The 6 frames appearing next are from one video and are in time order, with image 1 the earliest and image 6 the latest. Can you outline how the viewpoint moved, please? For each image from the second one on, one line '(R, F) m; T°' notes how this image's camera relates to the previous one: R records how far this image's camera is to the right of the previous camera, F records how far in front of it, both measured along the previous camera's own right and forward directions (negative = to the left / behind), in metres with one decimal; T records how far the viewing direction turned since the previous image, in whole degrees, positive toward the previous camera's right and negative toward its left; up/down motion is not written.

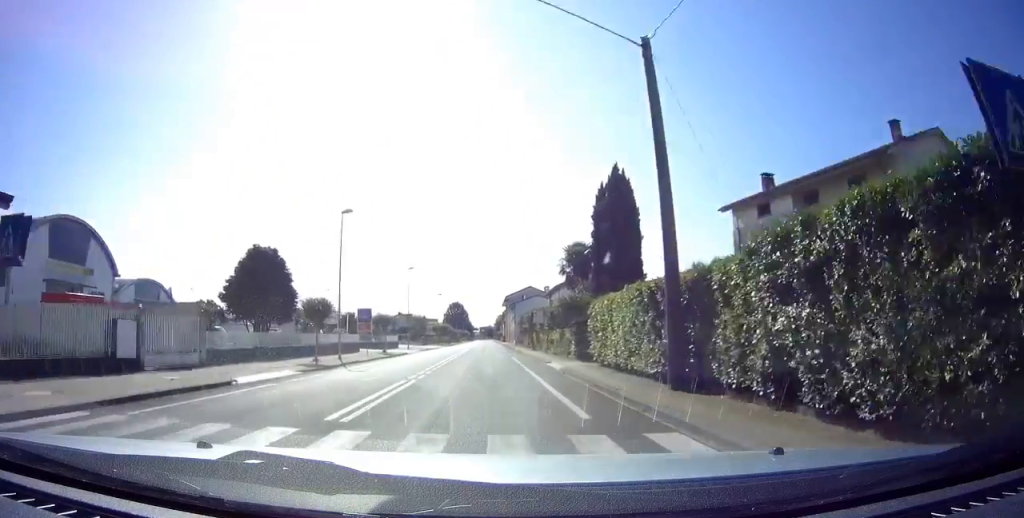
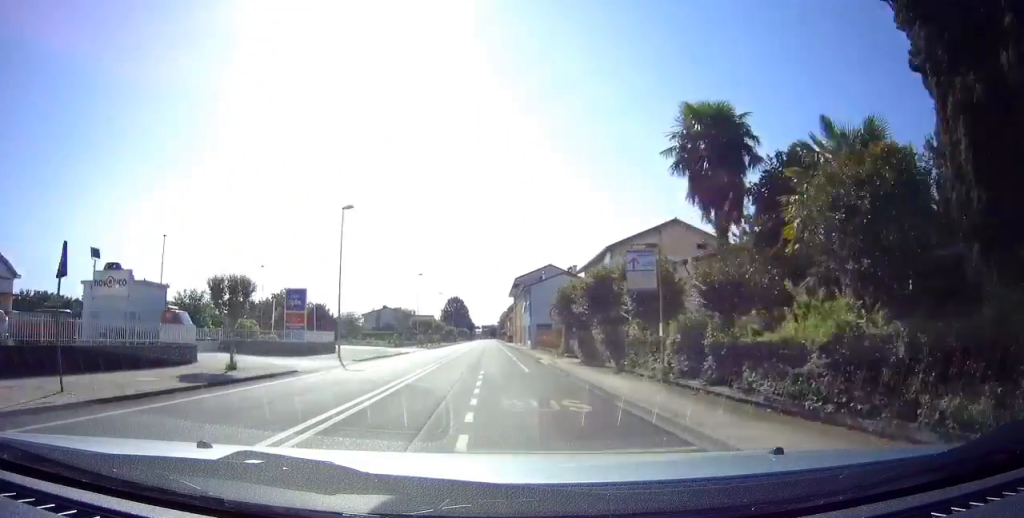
(+0.3, +27.9) m; +1°
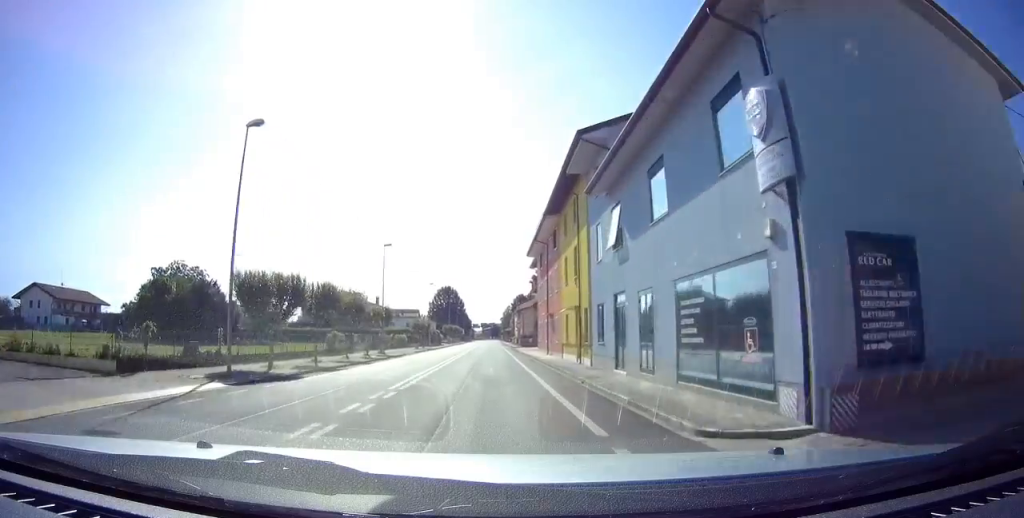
(-0.4, +48.6) m; -1°
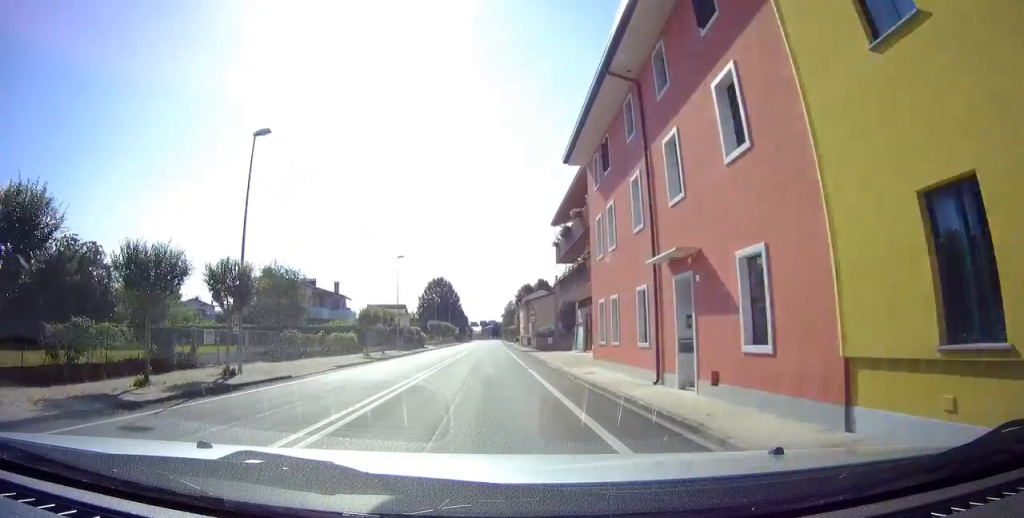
(-0.1, +25.2) m; 0°
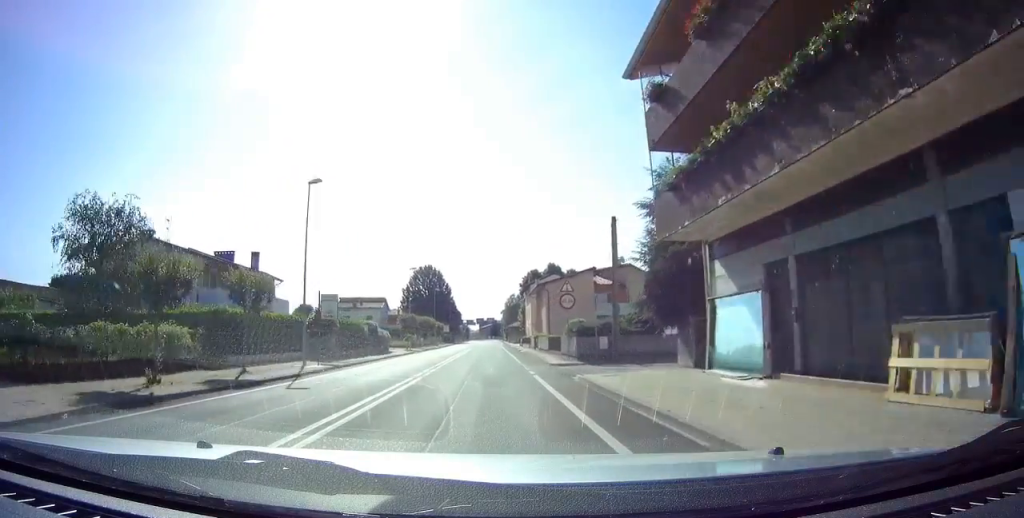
(+0.1, +25.7) m; +1°
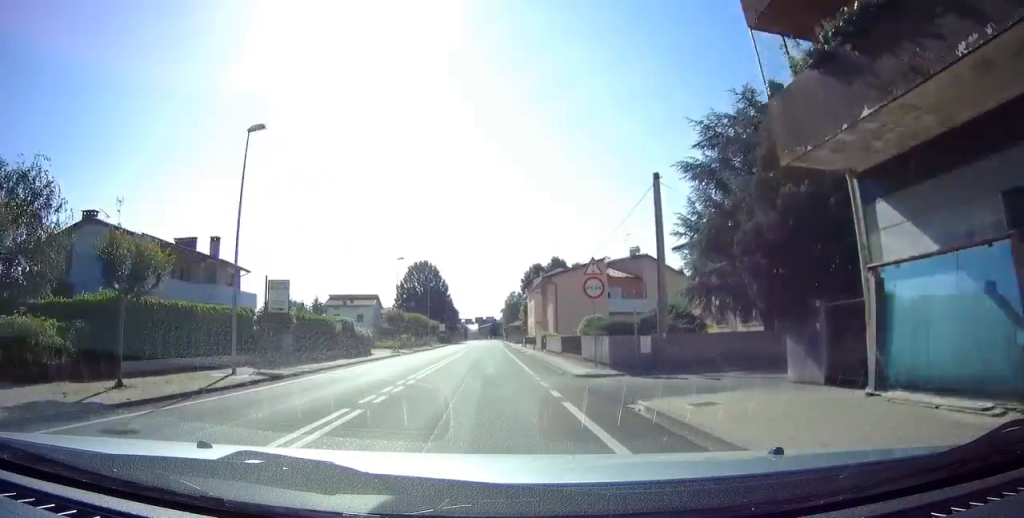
(0.0, +7.2) m; 0°
